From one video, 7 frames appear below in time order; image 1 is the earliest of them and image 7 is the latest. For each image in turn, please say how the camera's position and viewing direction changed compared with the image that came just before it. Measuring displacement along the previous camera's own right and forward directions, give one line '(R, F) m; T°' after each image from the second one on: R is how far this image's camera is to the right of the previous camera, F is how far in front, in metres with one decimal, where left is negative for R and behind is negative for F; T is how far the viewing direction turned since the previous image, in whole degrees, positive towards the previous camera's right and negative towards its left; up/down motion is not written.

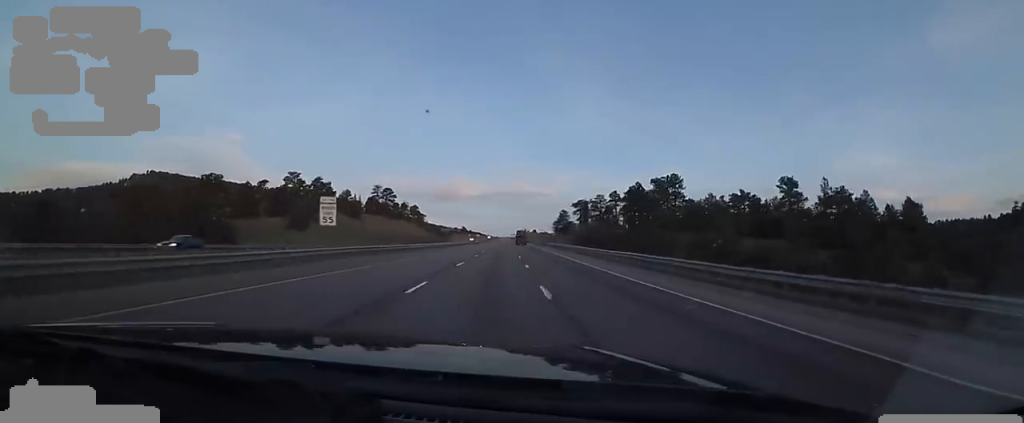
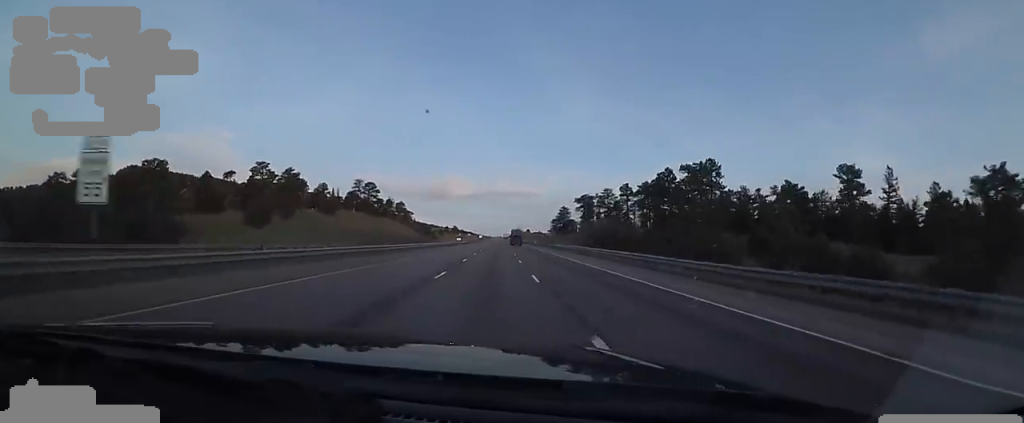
(+0.1, +20.2) m; -1°
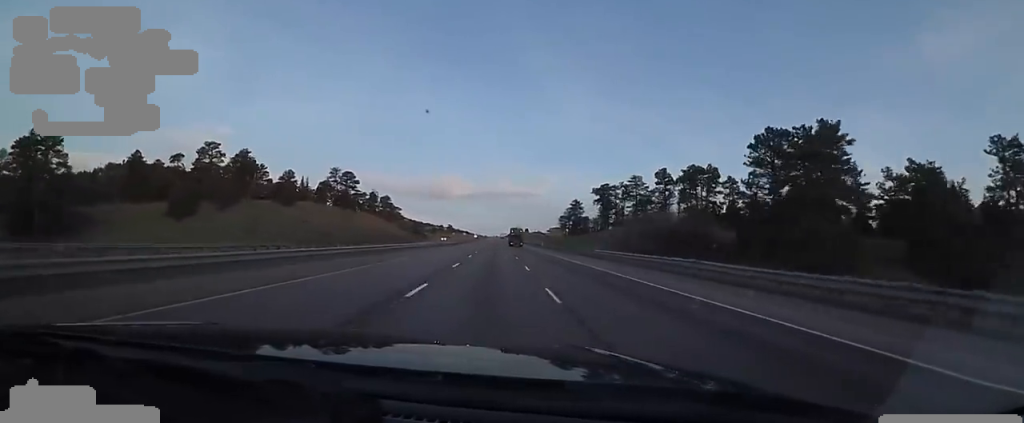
(-0.5, +29.5) m; 0°
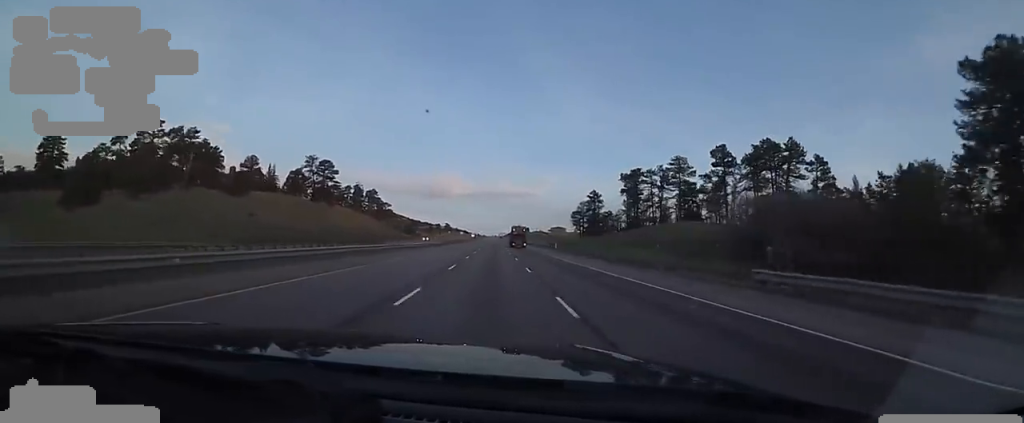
(0.0, +25.0) m; +1°
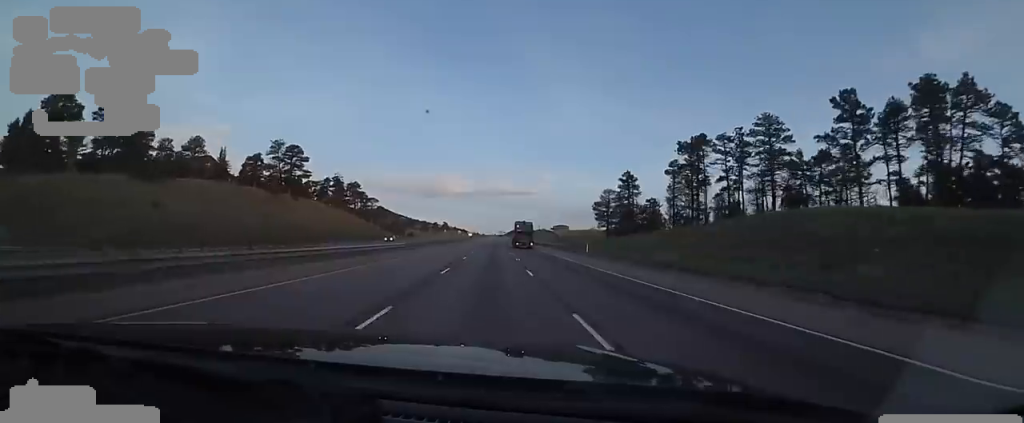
(+0.7, +27.0) m; +2°
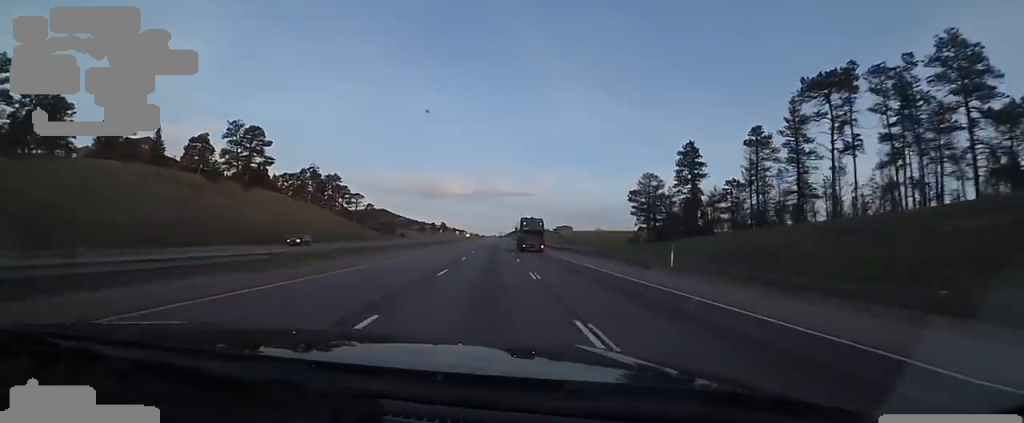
(0.0, +24.9) m; 0°
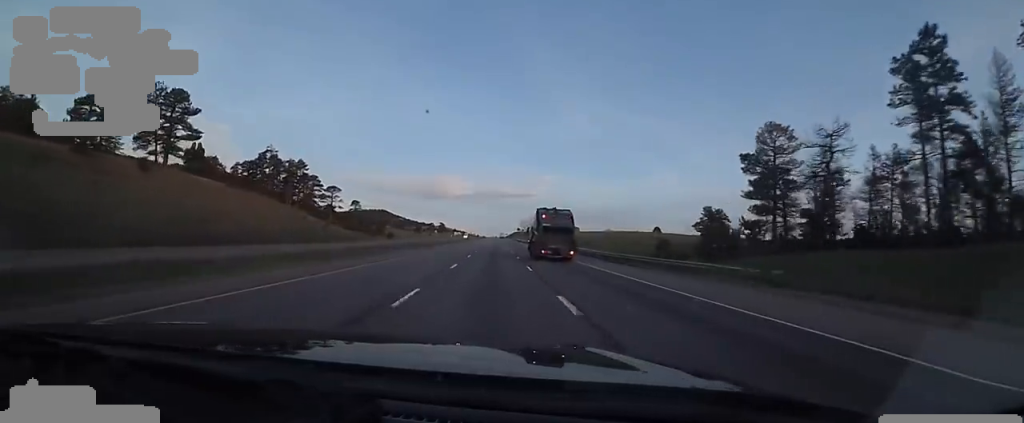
(0.0, +31.9) m; 0°
